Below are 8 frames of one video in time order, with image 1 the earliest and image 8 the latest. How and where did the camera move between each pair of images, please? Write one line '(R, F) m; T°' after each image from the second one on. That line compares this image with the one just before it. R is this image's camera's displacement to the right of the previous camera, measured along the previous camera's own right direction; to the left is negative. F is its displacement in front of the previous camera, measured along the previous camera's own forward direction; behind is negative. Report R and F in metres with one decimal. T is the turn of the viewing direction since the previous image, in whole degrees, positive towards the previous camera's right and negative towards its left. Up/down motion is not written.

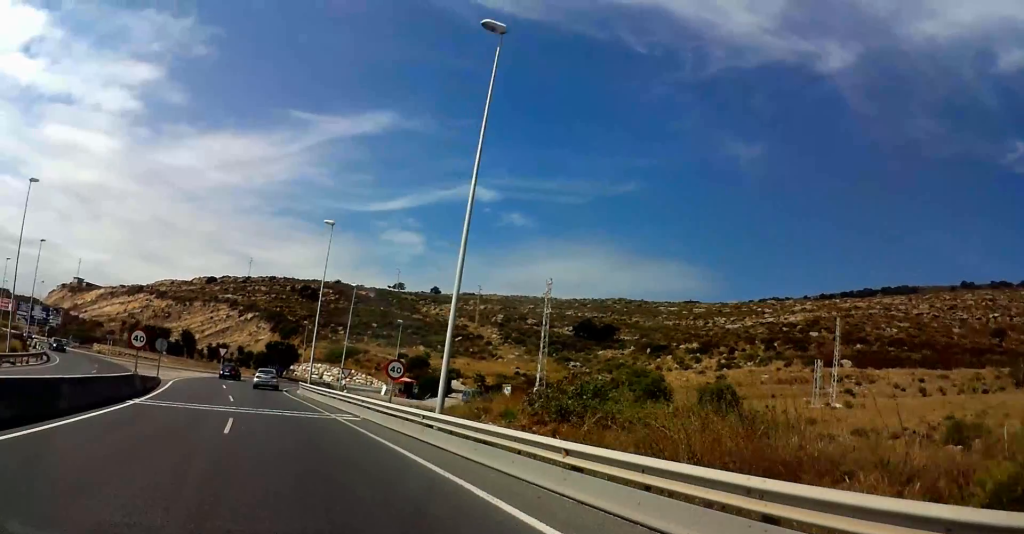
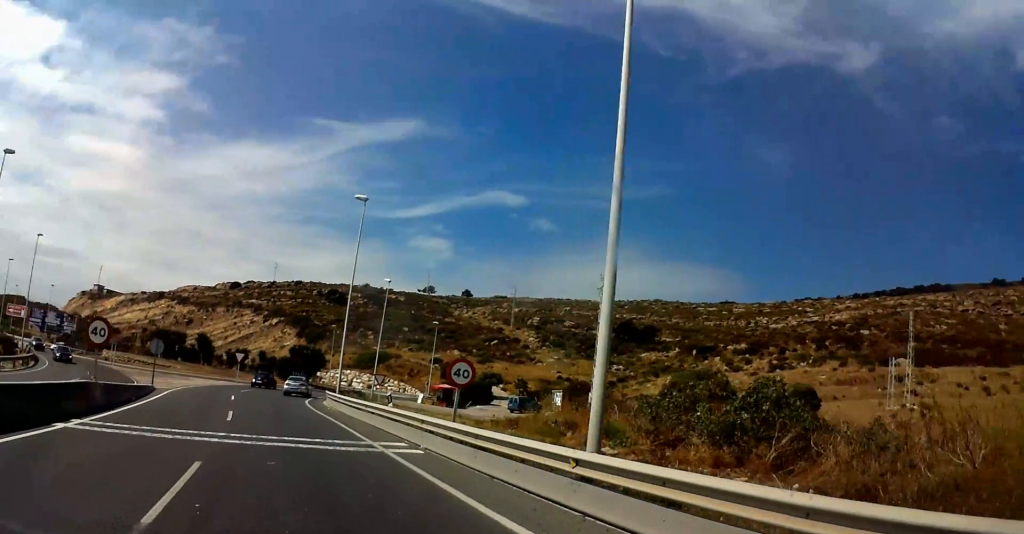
(0.0, +8.3) m; -1°
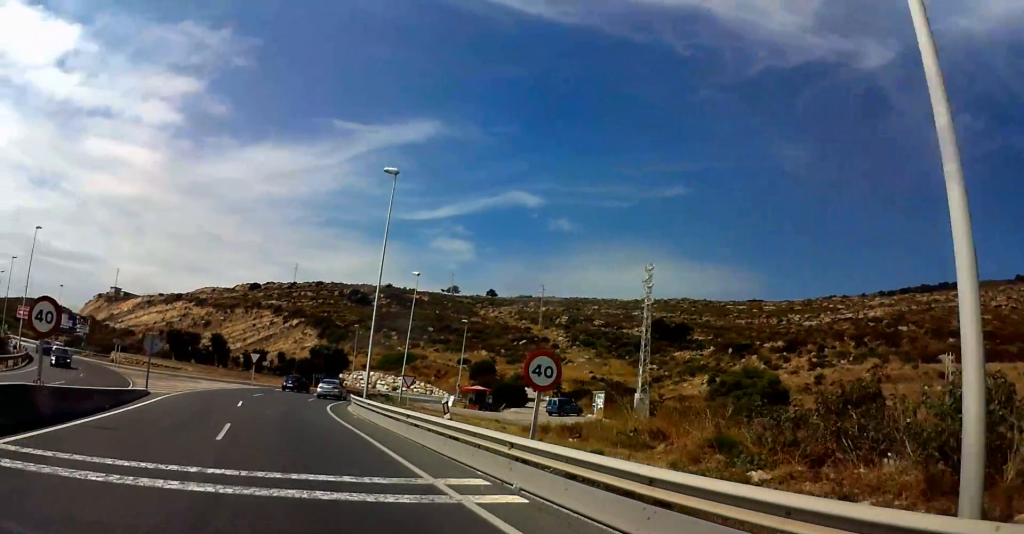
(+0.1, +6.2) m; -1°
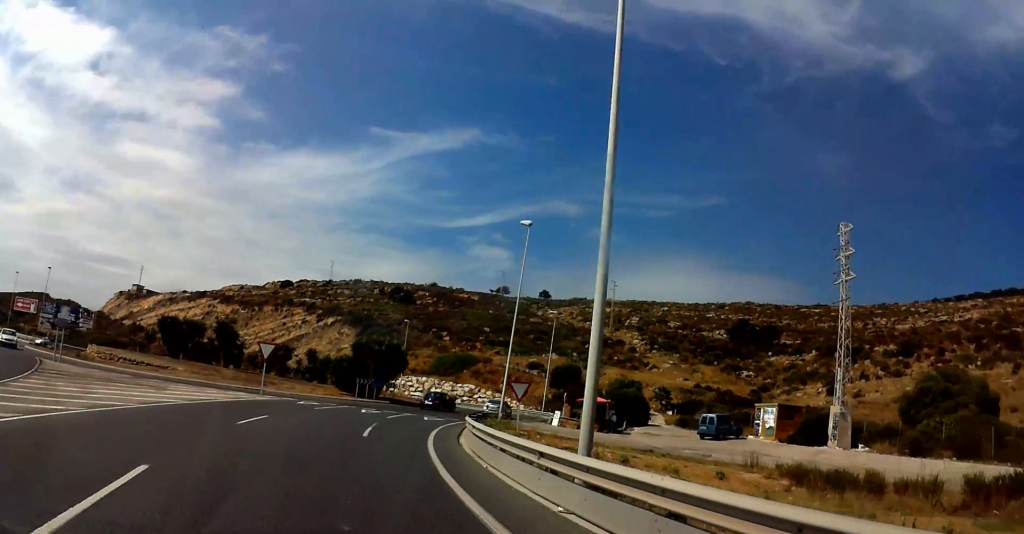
(-1.8, +24.0) m; -7°
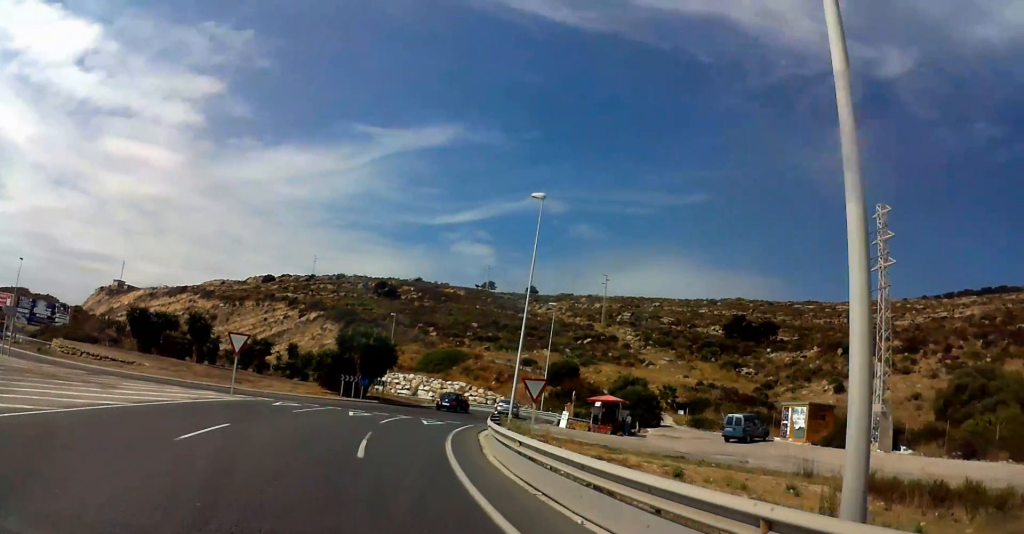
(-0.1, +6.0) m; 0°
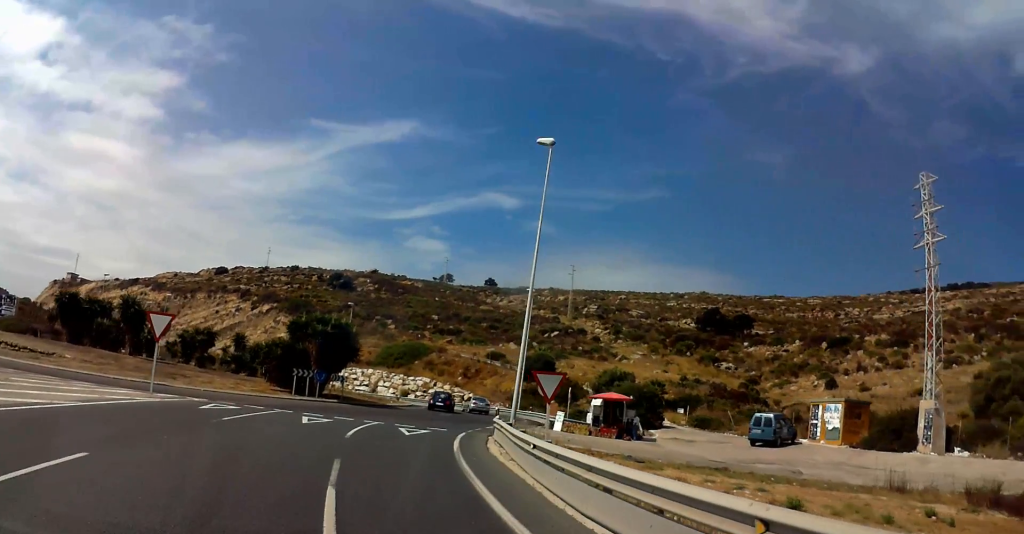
(0.0, +8.0) m; +1°
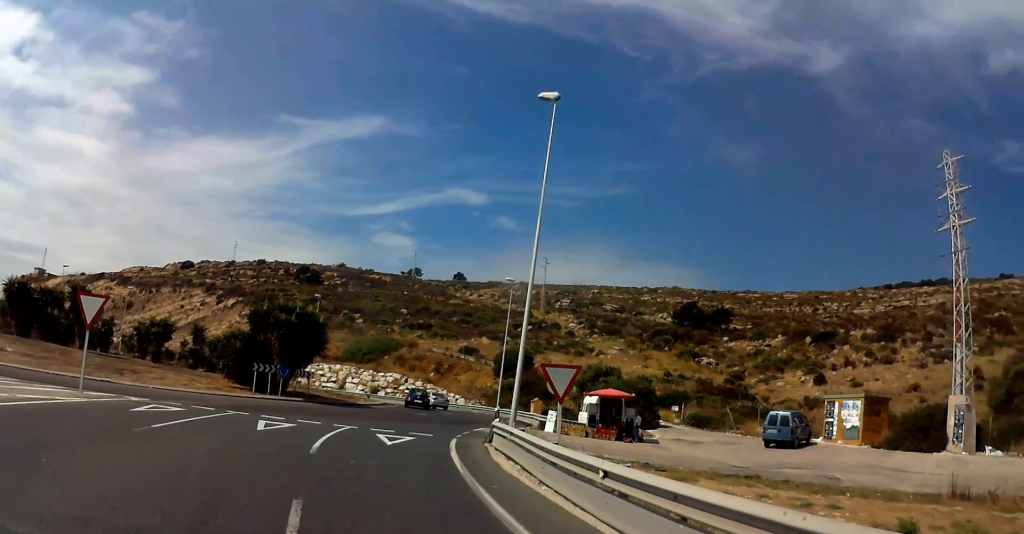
(-0.1, +4.9) m; +2°
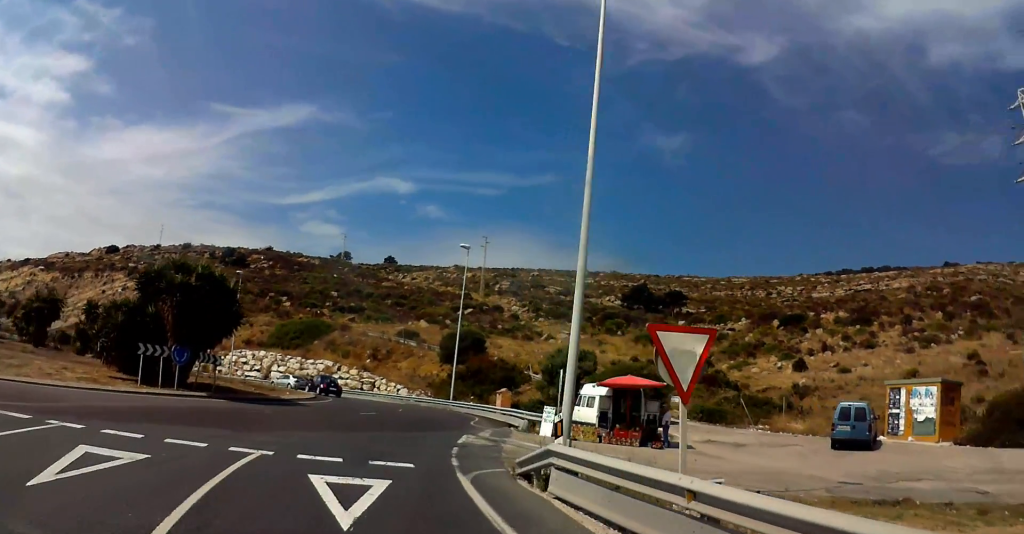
(+0.6, +11.3) m; +7°
